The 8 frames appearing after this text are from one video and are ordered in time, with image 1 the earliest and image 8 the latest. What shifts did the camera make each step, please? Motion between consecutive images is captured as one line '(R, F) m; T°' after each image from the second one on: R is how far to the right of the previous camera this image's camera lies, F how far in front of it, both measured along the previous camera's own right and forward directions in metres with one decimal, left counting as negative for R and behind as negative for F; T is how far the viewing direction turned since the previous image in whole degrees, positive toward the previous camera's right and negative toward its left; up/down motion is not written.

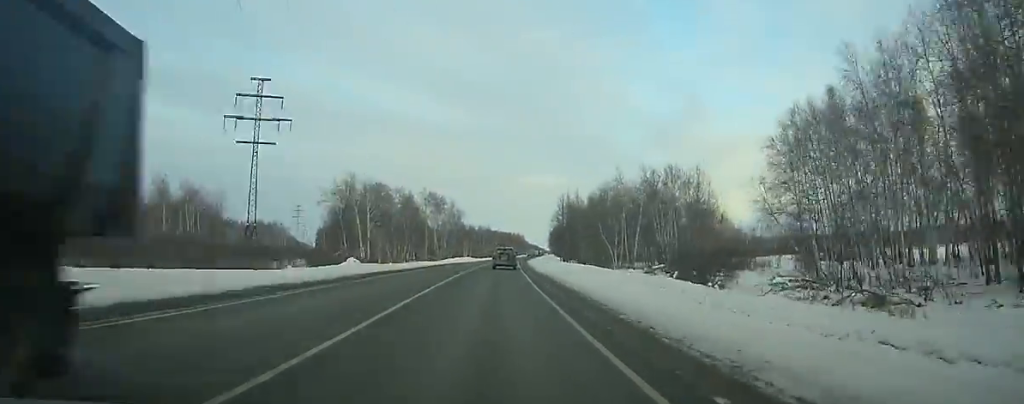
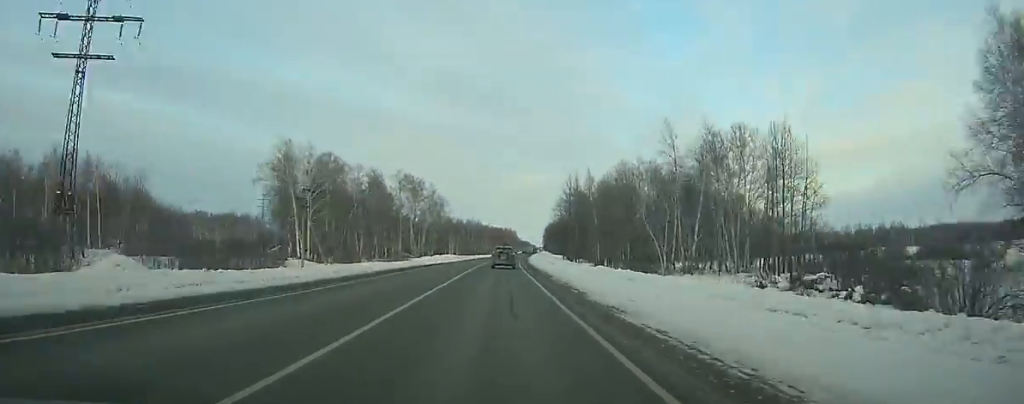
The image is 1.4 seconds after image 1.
(+0.5, +35.8) m; +1°
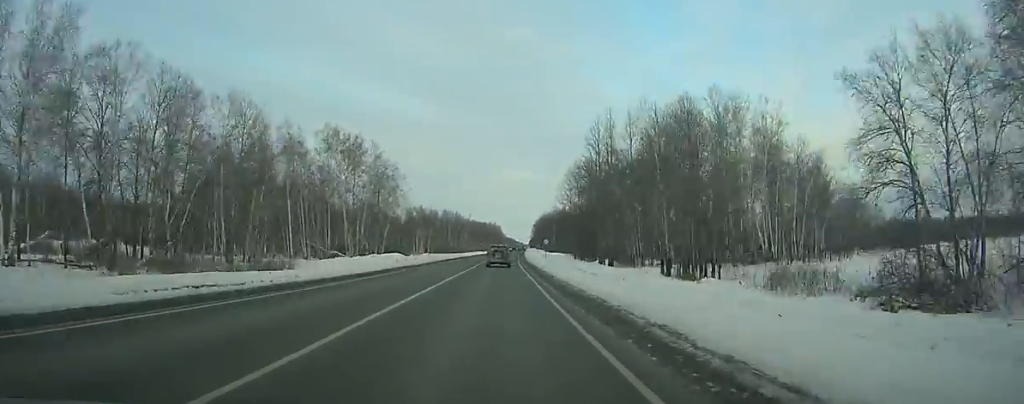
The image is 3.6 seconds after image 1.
(+0.7, +55.9) m; +1°
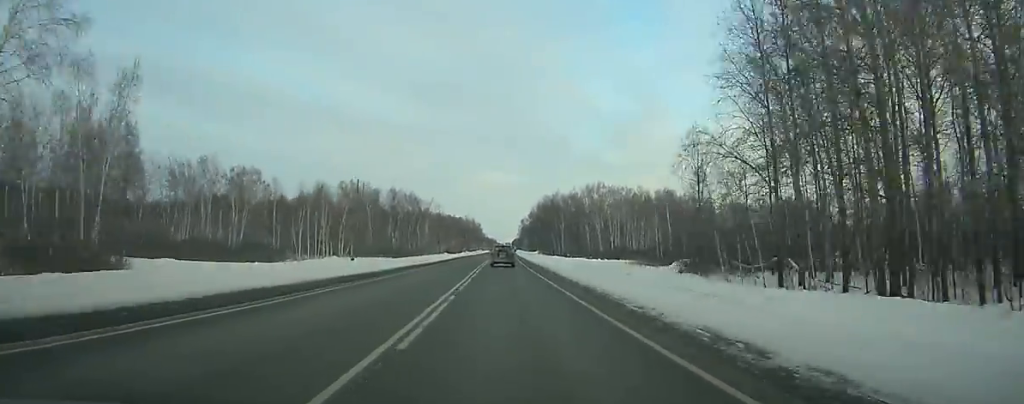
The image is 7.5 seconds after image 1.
(+1.7, +98.4) m; +2°
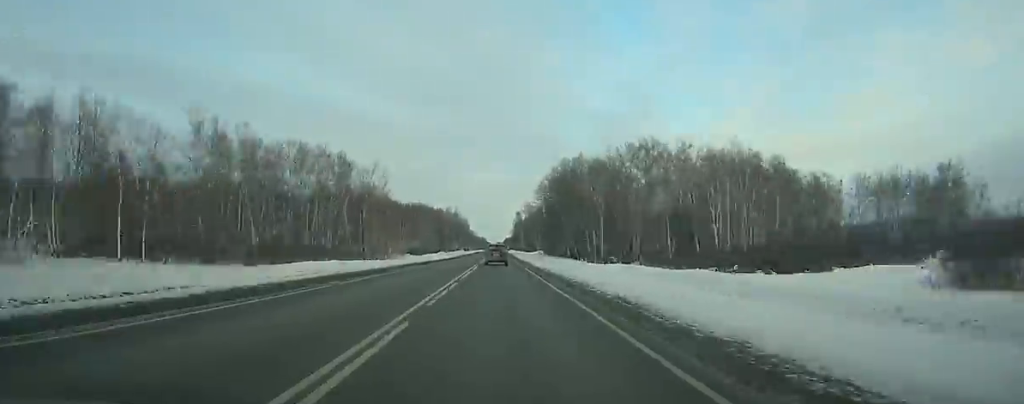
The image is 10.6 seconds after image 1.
(+0.8, +77.7) m; +1°
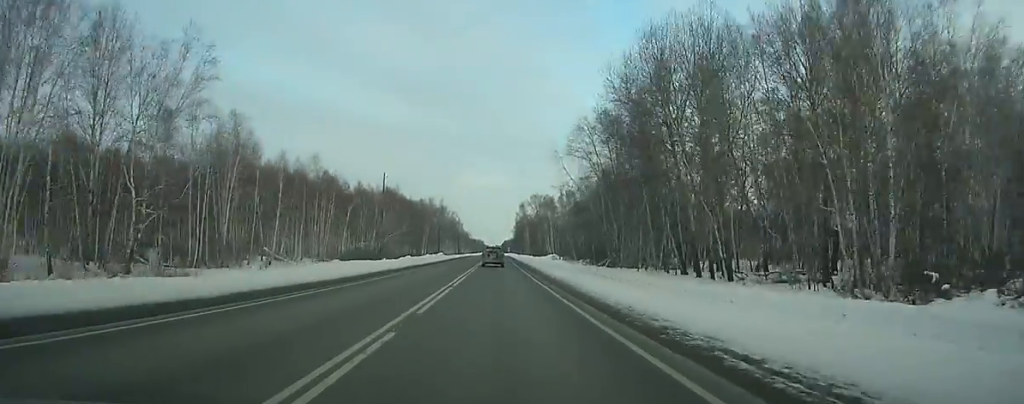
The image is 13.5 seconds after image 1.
(+0.2, +72.8) m; 0°
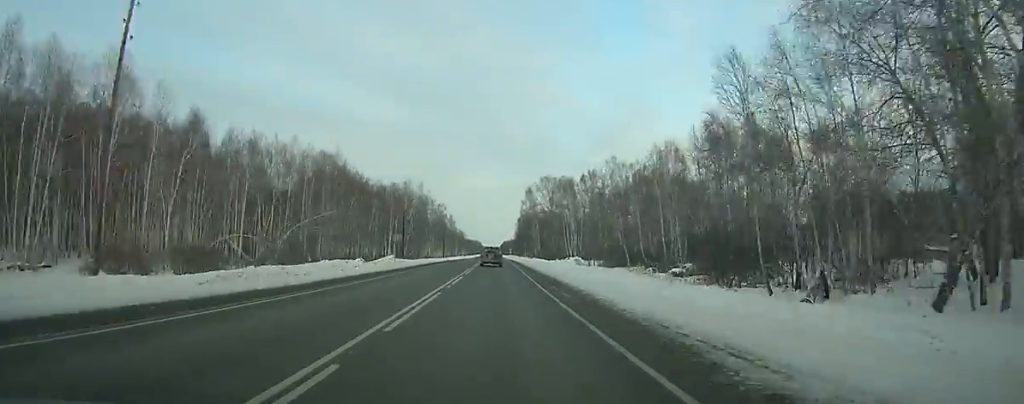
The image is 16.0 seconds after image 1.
(-0.2, +63.1) m; 0°
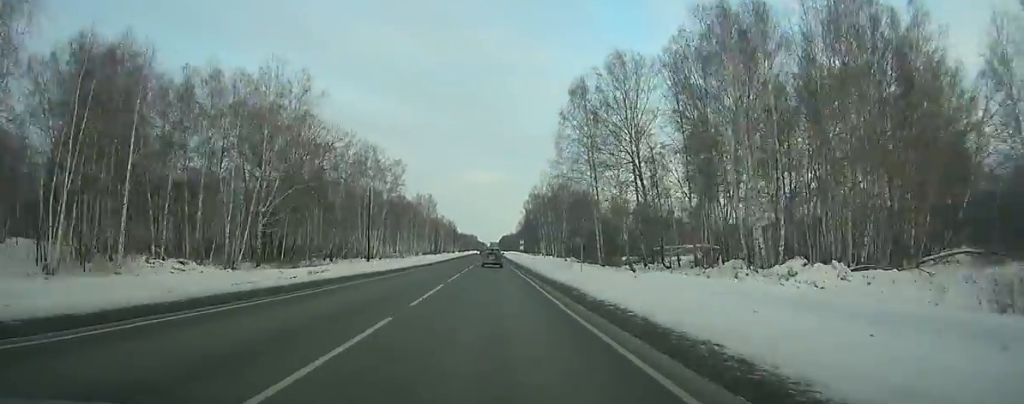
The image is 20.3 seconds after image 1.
(+0.4, +109.6) m; 0°
